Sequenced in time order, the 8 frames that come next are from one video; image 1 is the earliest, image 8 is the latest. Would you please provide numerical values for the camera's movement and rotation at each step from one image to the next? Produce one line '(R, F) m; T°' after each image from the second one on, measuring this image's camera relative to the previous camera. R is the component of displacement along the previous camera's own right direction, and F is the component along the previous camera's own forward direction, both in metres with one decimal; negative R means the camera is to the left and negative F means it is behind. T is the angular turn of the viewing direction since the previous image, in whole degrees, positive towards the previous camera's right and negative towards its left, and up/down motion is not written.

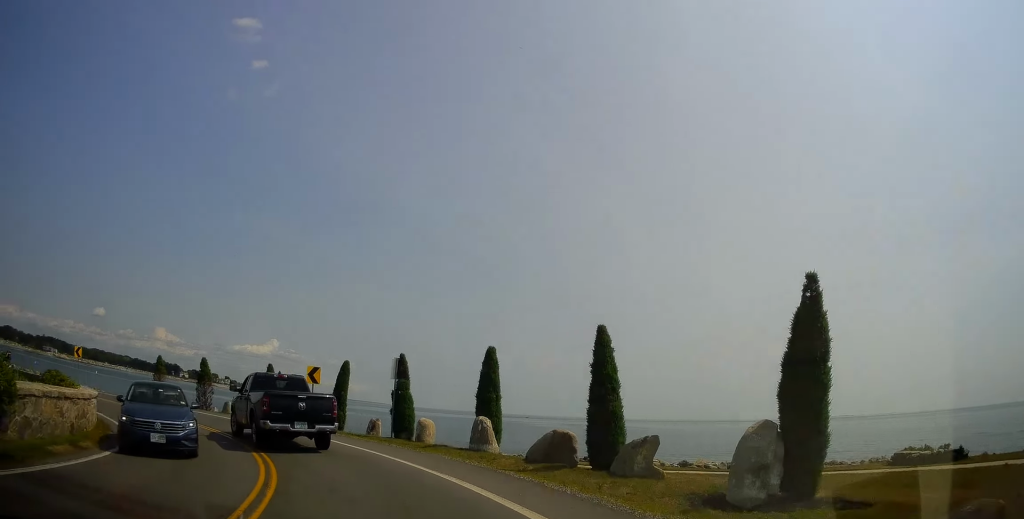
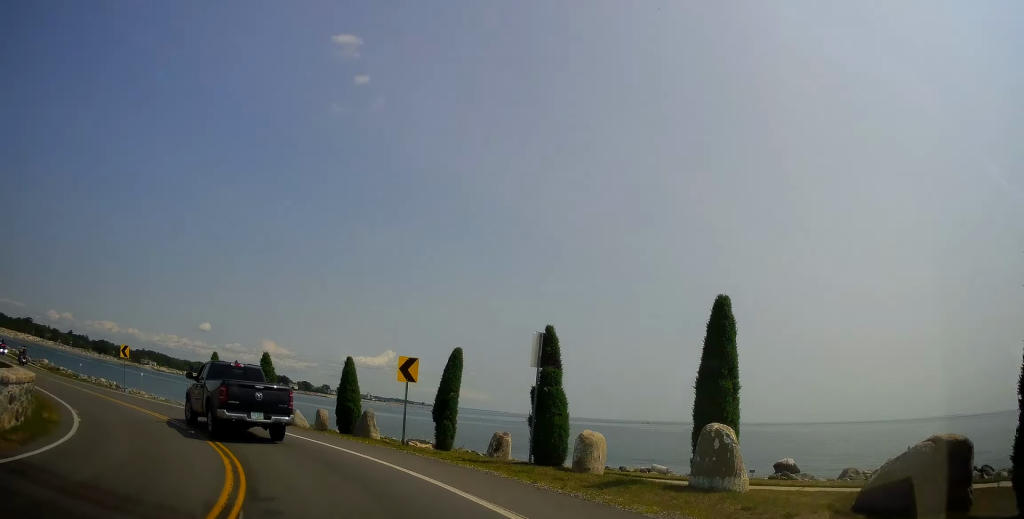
(-0.5, +8.2) m; -13°
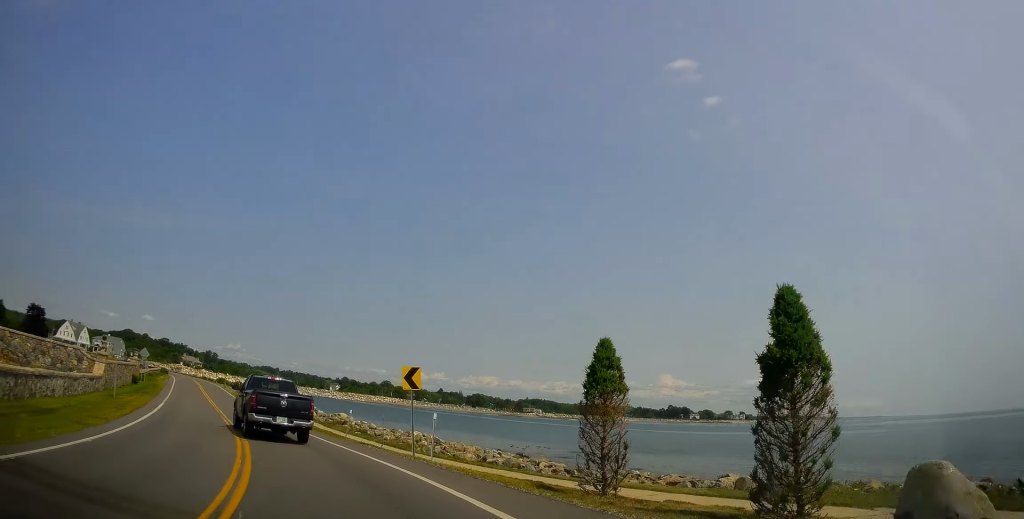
(-7.3, +16.0) m; -40°
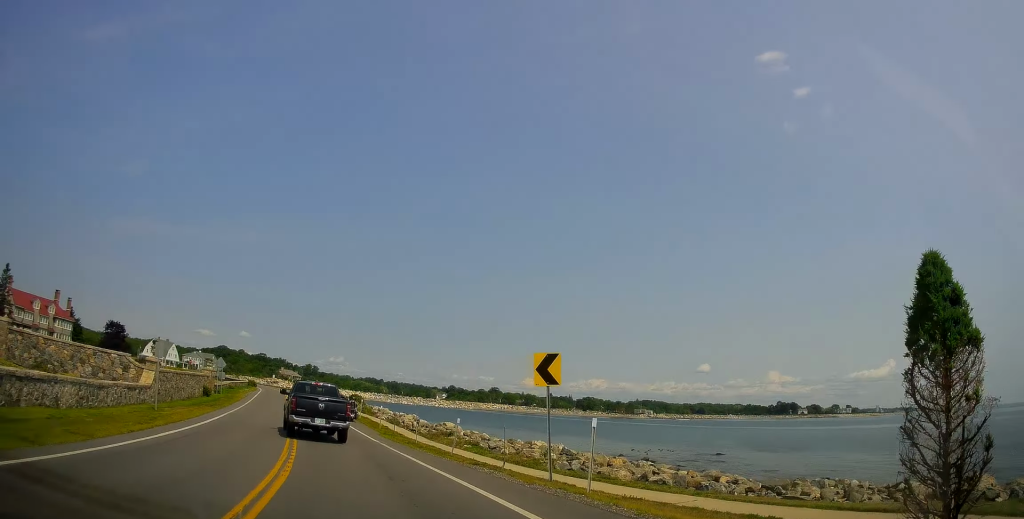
(+0.1, +6.1) m; -8°
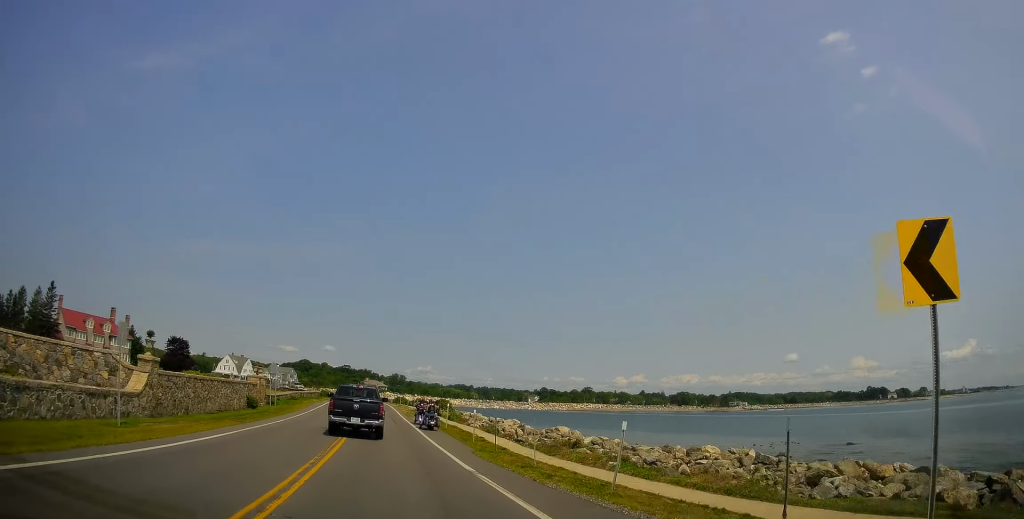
(-1.4, +9.2) m; -11°
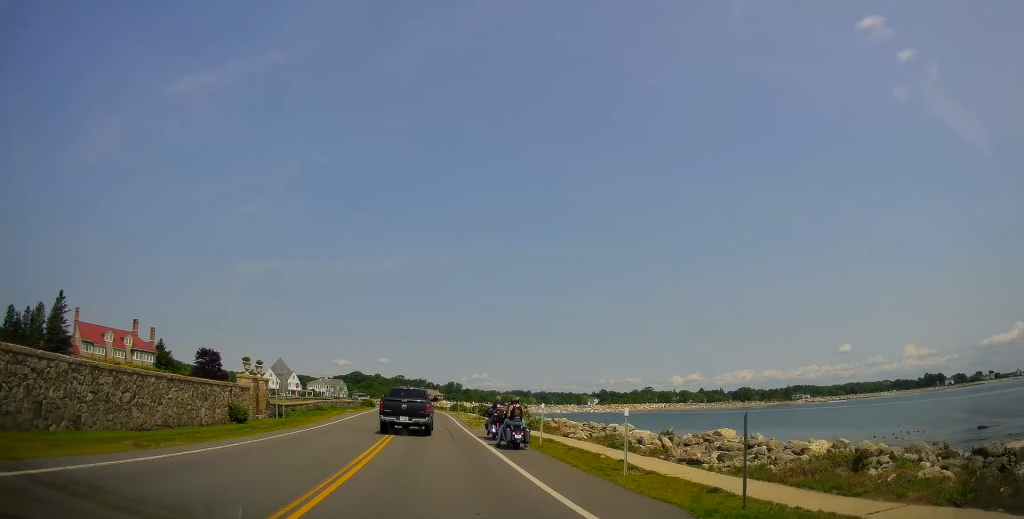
(-0.8, +12.9) m; -4°
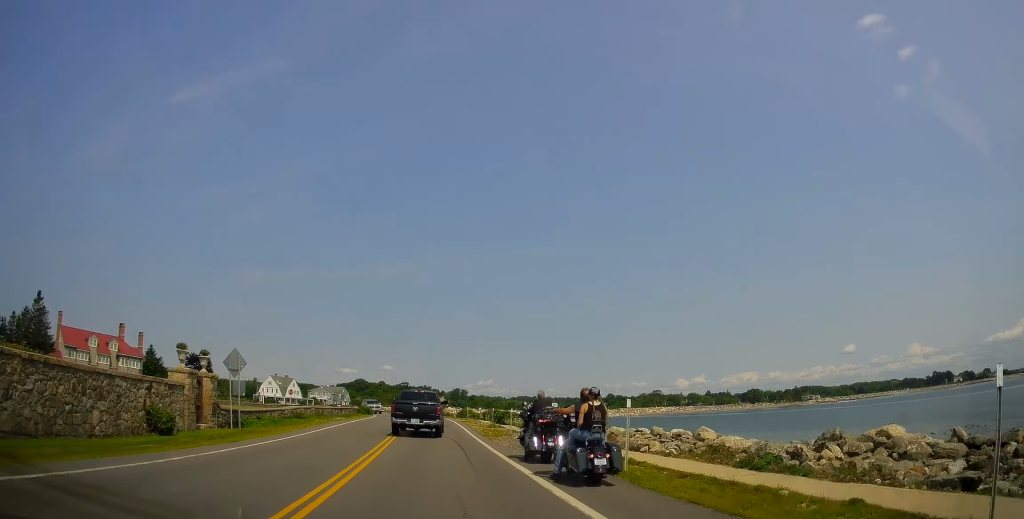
(0.0, +8.5) m; 0°
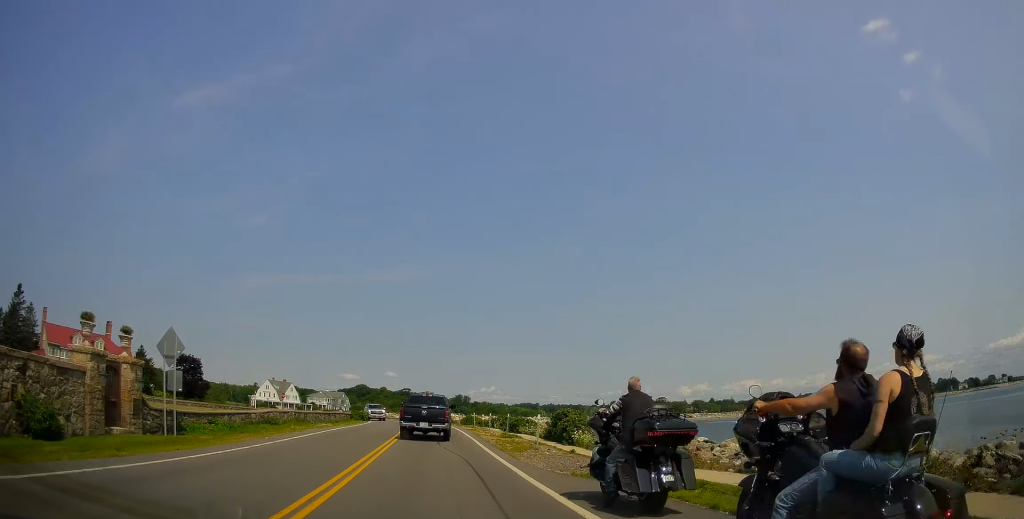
(0.0, +6.6) m; 0°
